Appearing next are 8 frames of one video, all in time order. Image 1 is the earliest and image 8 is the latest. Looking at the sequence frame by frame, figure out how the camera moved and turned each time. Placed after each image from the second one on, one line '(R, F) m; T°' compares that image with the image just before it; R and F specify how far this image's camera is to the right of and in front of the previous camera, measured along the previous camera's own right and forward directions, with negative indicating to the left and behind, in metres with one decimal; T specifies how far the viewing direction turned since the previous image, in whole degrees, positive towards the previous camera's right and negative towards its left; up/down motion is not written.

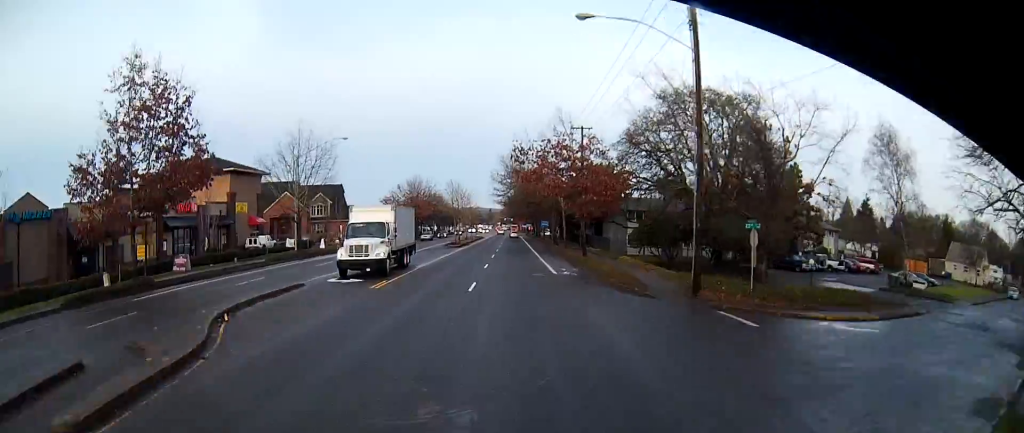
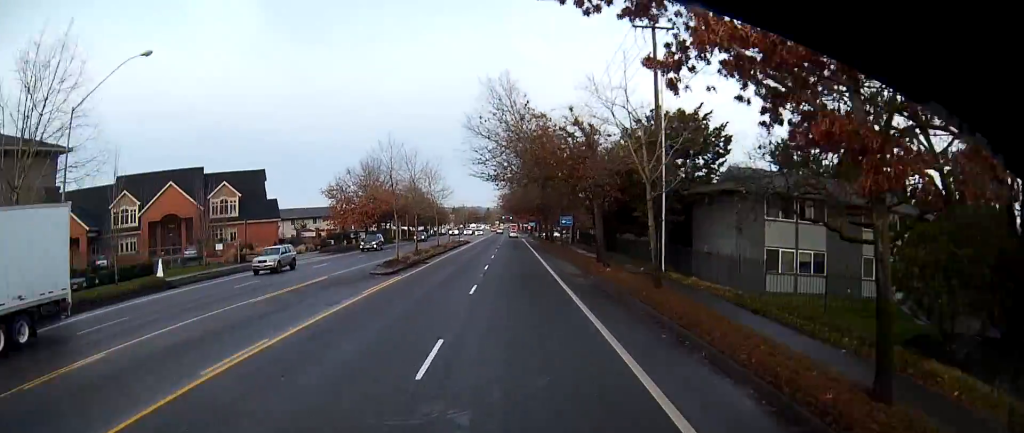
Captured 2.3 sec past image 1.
(+0.1, +37.5) m; +1°
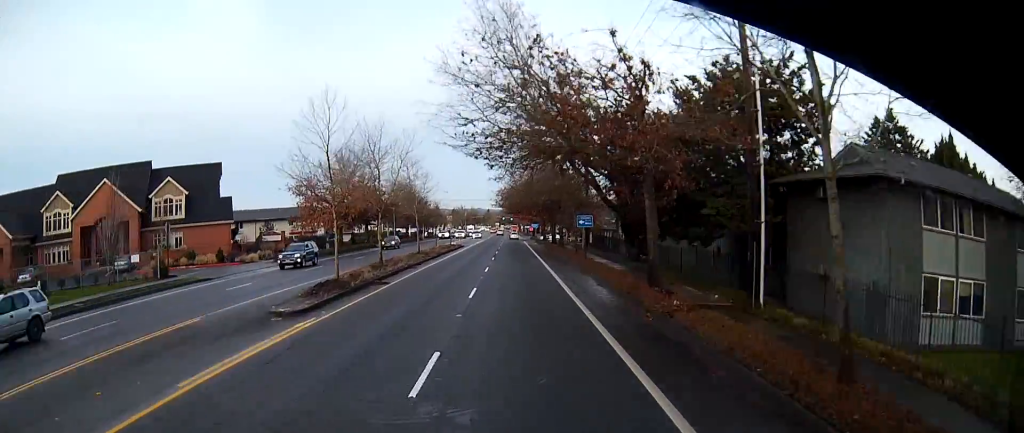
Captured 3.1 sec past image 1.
(+0.4, +12.9) m; -1°
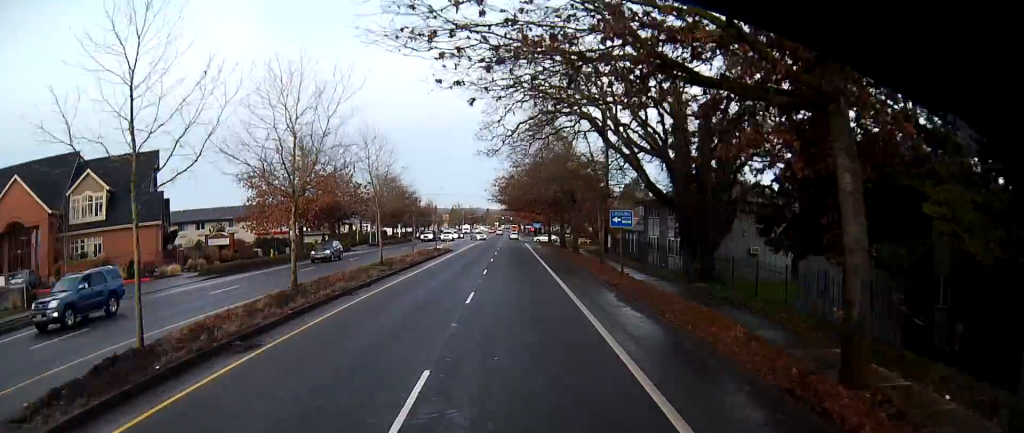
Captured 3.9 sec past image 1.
(-0.5, +13.5) m; -2°
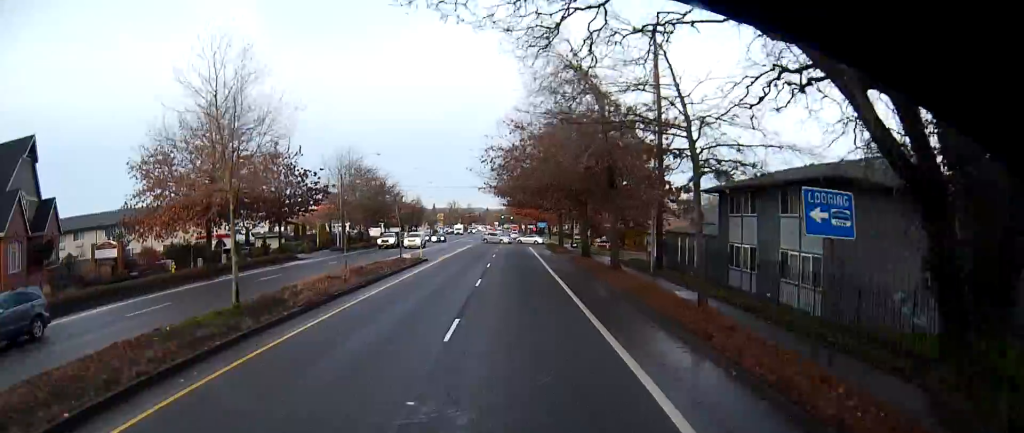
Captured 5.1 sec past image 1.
(-0.2, +18.6) m; +1°
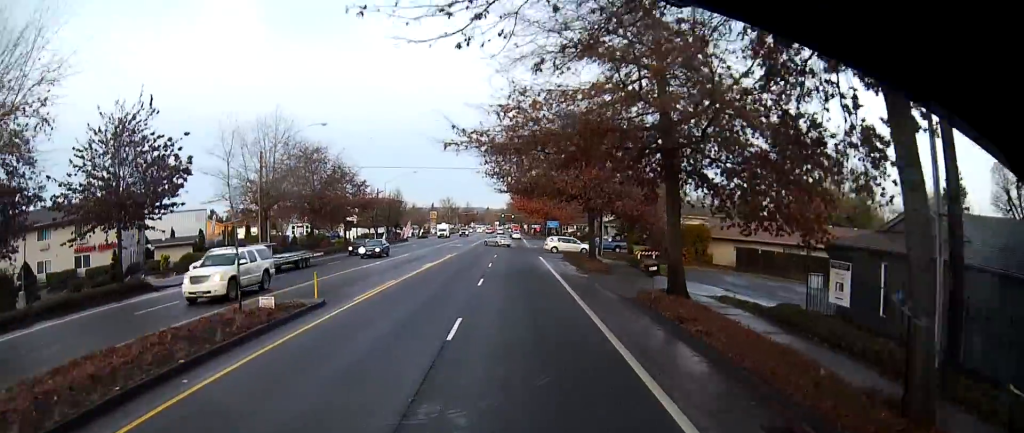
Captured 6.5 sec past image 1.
(+0.7, +24.1) m; +1°
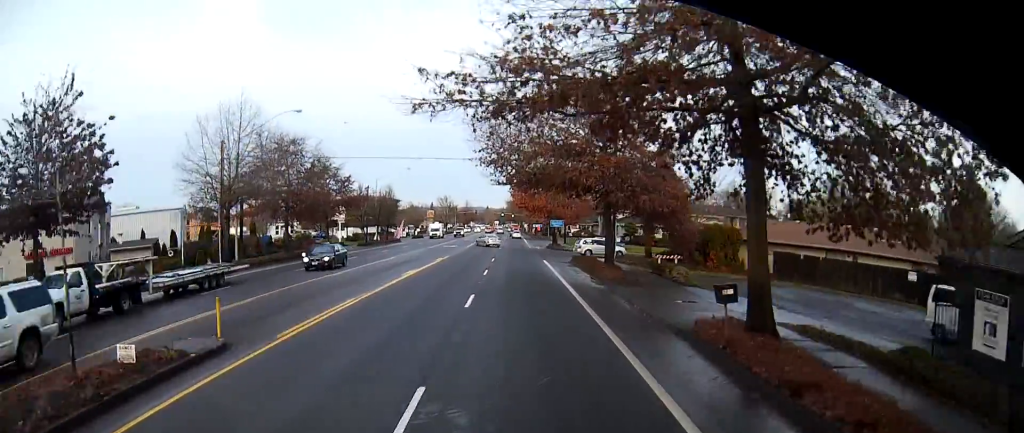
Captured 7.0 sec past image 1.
(-0.1, +7.1) m; 0°
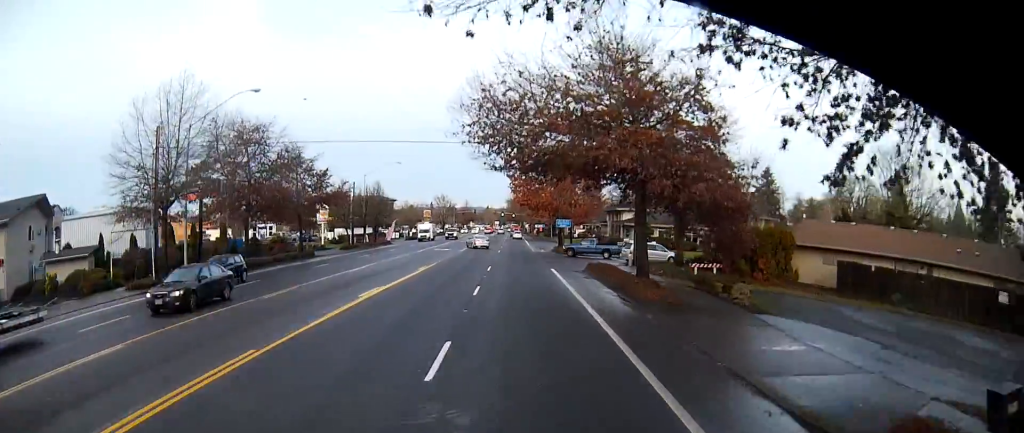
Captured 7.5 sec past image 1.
(0.0, +8.7) m; 0°
